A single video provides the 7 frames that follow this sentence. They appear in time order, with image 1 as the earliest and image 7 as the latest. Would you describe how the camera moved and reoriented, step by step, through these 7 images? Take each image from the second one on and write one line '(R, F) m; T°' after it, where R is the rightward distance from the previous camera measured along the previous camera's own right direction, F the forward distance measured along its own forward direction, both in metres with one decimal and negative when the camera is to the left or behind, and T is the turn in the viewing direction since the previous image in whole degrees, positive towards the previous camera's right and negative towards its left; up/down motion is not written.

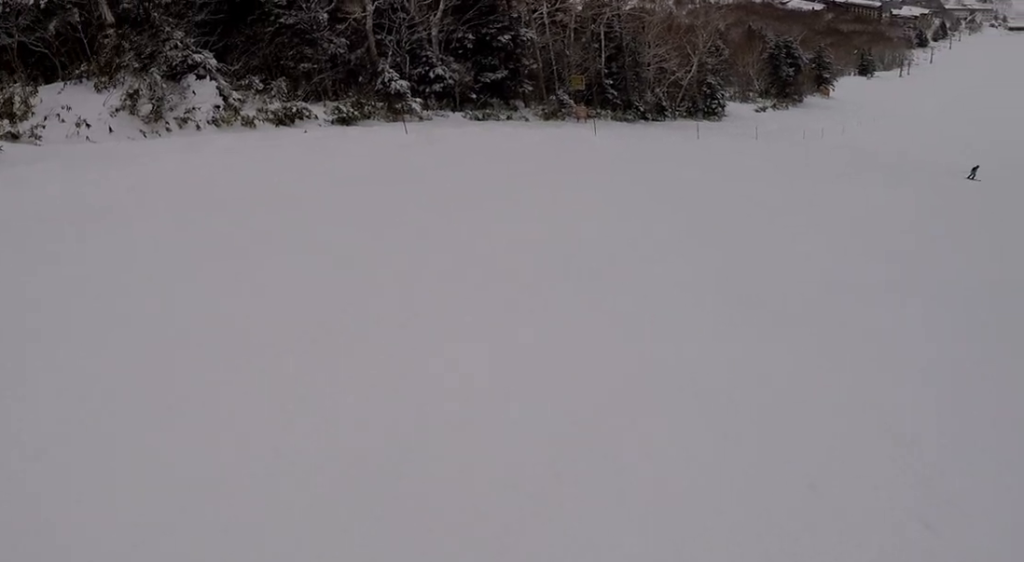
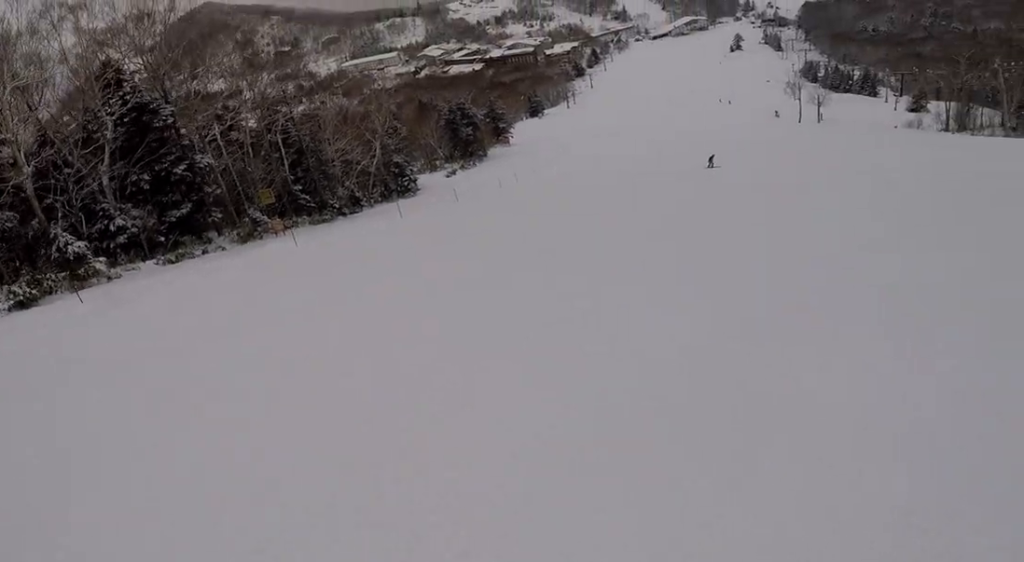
(+0.4, +2.3) m; +36°
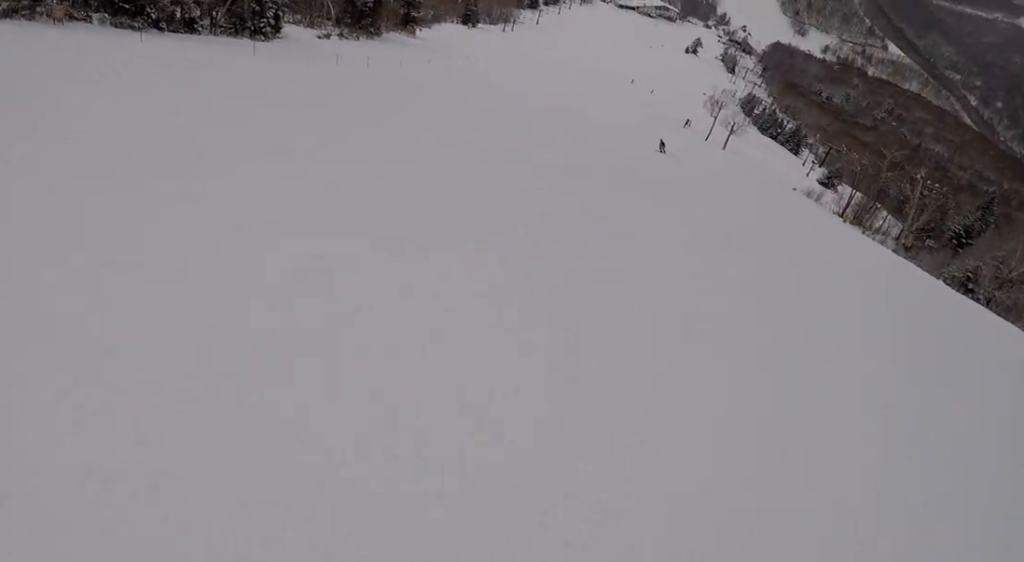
(+2.1, +10.8) m; -24°
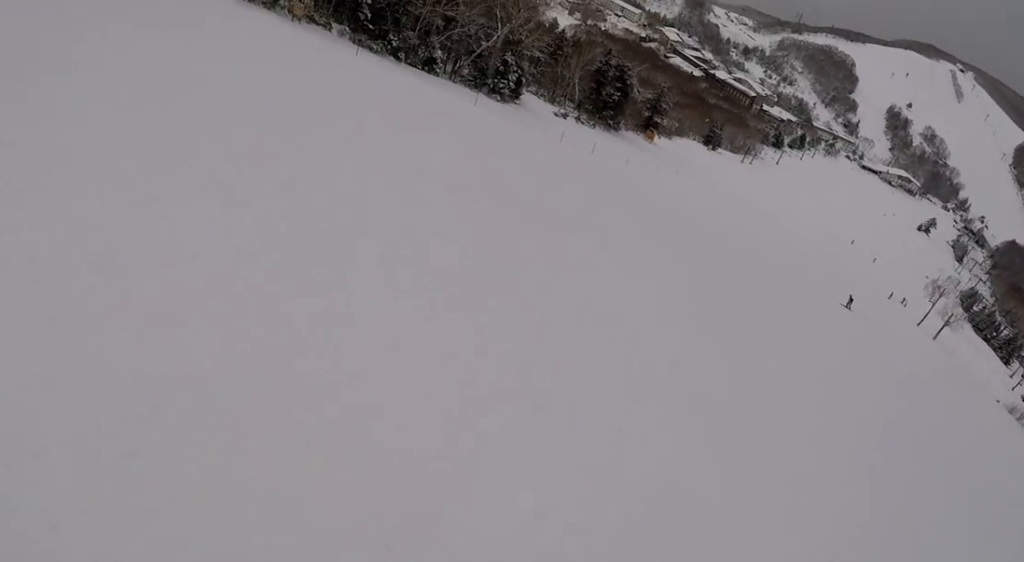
(-0.7, +3.1) m; -17°
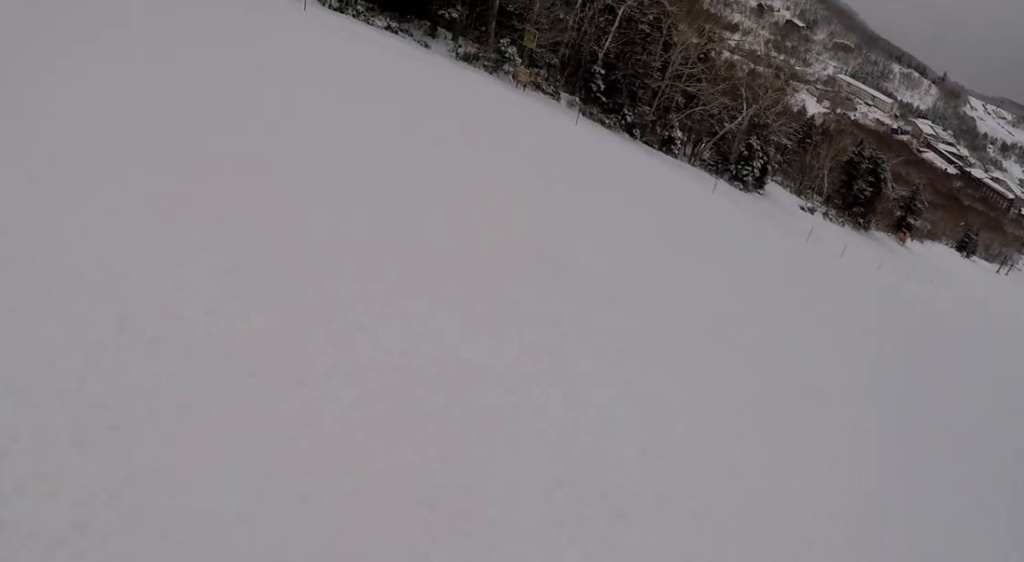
(-0.3, +3.7) m; -20°
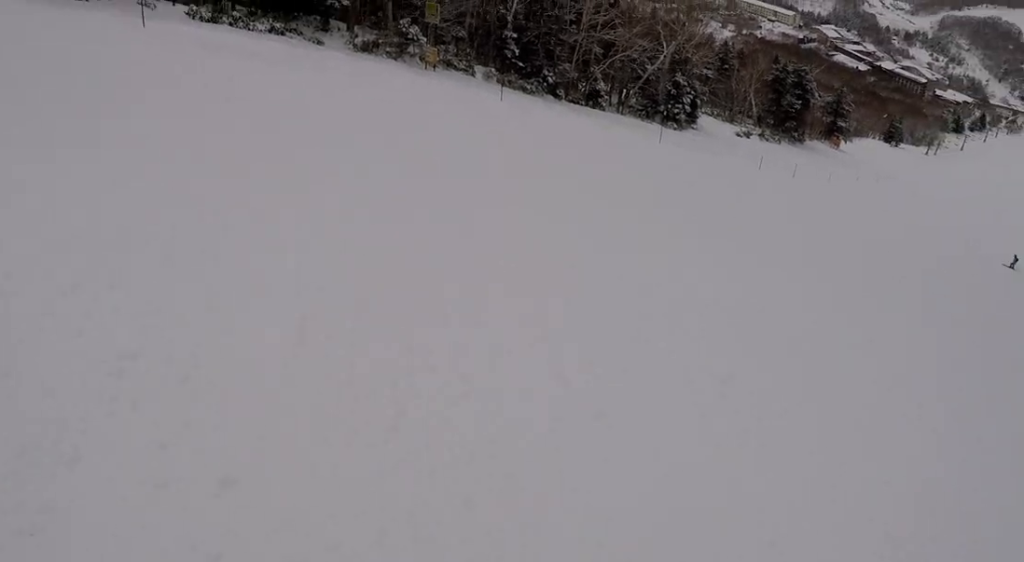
(-0.8, +3.5) m; -17°
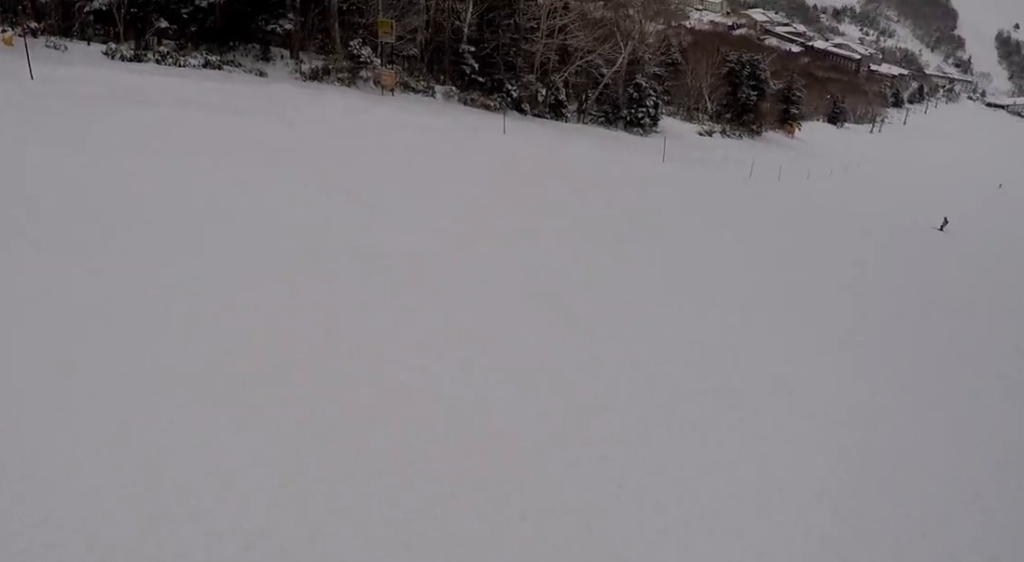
(-0.9, +4.8) m; -2°
